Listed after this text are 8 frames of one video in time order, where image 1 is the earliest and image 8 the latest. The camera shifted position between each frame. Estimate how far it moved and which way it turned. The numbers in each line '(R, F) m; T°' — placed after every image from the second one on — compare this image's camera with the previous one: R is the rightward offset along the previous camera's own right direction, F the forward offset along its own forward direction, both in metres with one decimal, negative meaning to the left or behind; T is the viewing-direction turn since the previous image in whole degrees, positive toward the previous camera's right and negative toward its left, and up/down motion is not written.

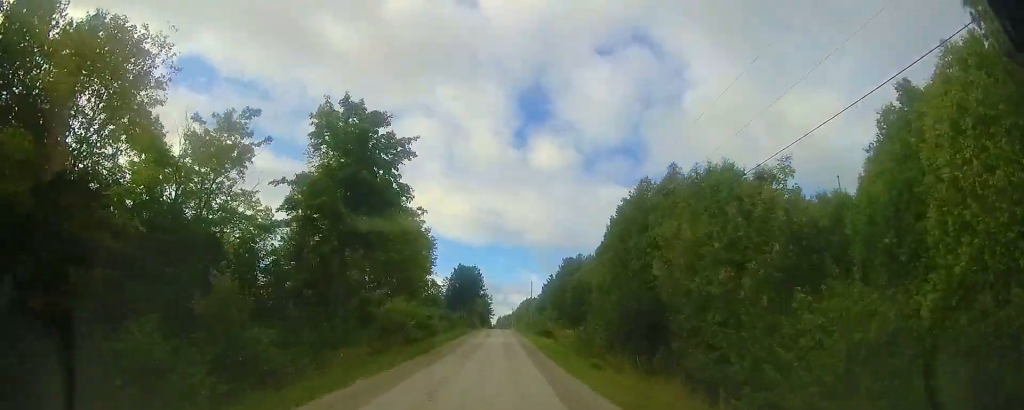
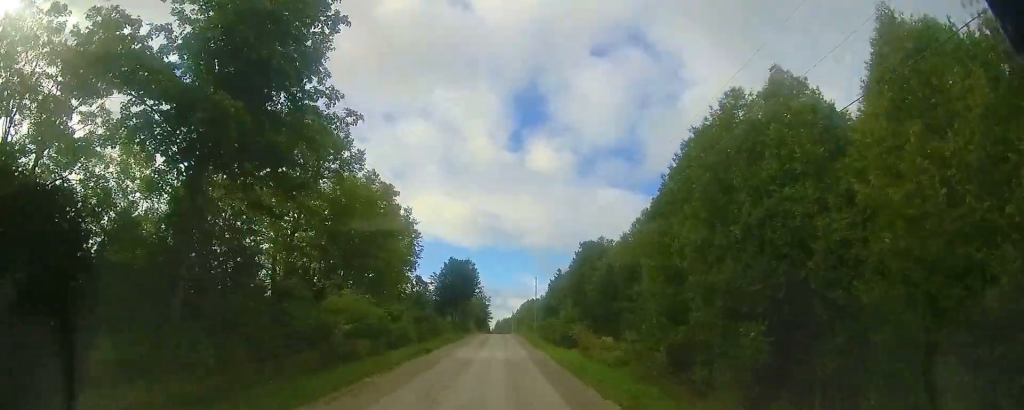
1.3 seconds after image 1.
(+0.2, +10.5) m; +2°
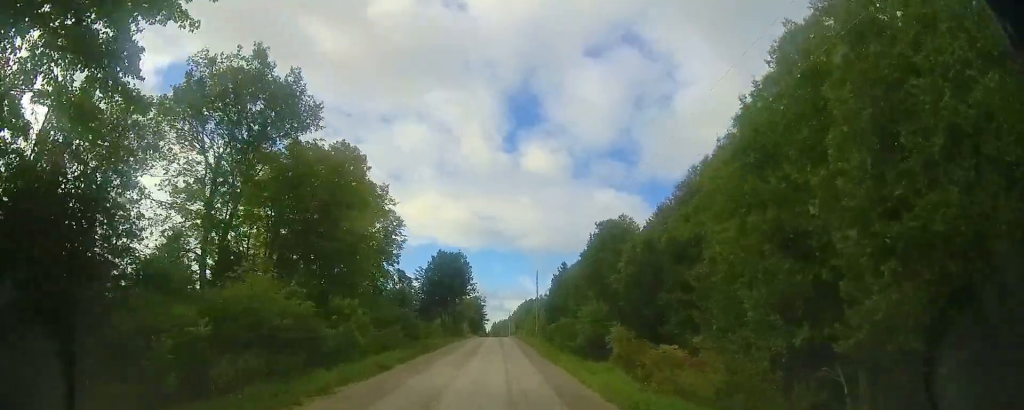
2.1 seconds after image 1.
(0.0, +7.1) m; 0°
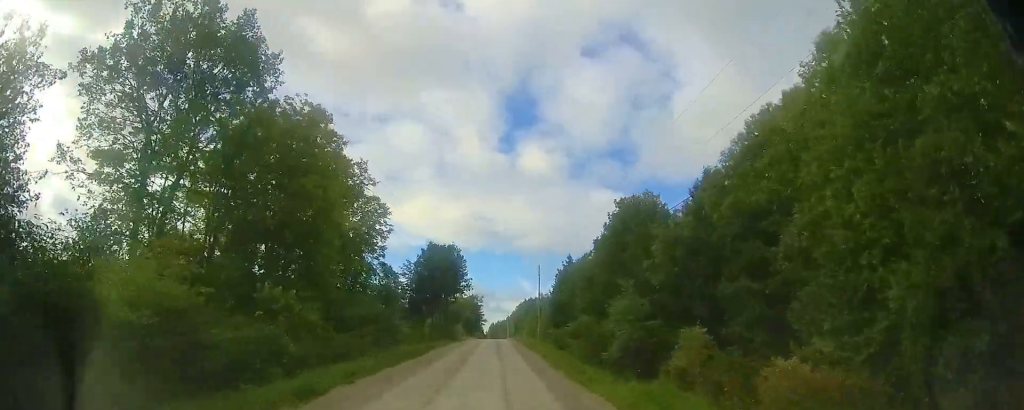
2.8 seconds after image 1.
(0.0, +5.0) m; +2°
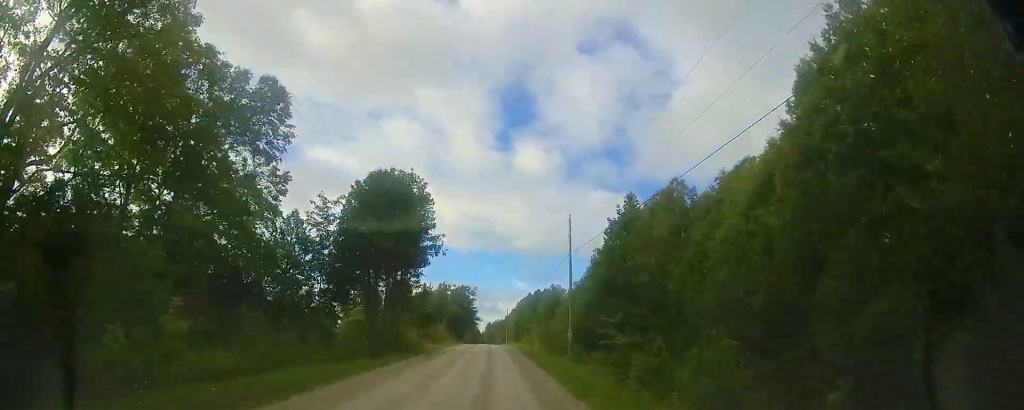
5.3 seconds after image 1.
(+1.0, +20.2) m; +1°
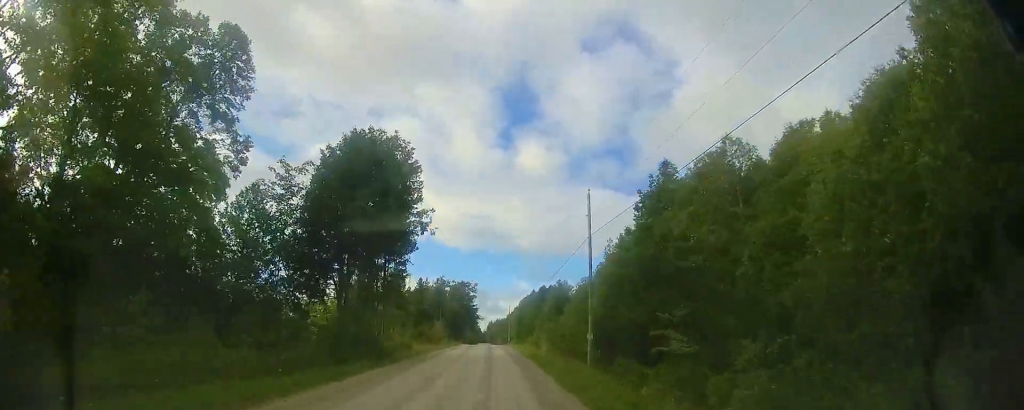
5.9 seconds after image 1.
(+0.1, +4.7) m; -3°
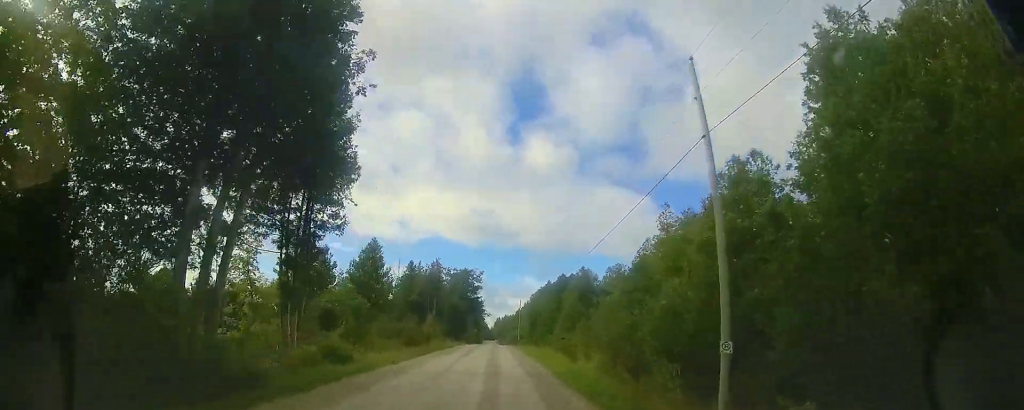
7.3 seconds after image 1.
(-1.0, +11.0) m; -6°
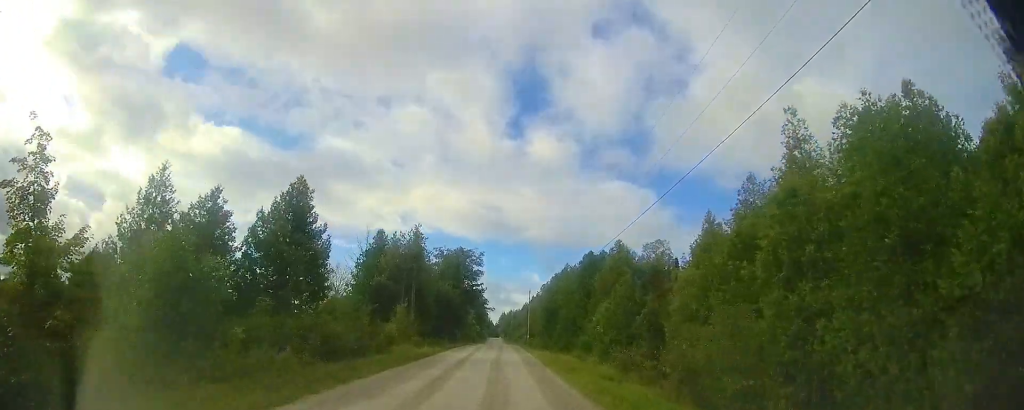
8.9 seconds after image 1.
(+0.2, +13.1) m; +3°
